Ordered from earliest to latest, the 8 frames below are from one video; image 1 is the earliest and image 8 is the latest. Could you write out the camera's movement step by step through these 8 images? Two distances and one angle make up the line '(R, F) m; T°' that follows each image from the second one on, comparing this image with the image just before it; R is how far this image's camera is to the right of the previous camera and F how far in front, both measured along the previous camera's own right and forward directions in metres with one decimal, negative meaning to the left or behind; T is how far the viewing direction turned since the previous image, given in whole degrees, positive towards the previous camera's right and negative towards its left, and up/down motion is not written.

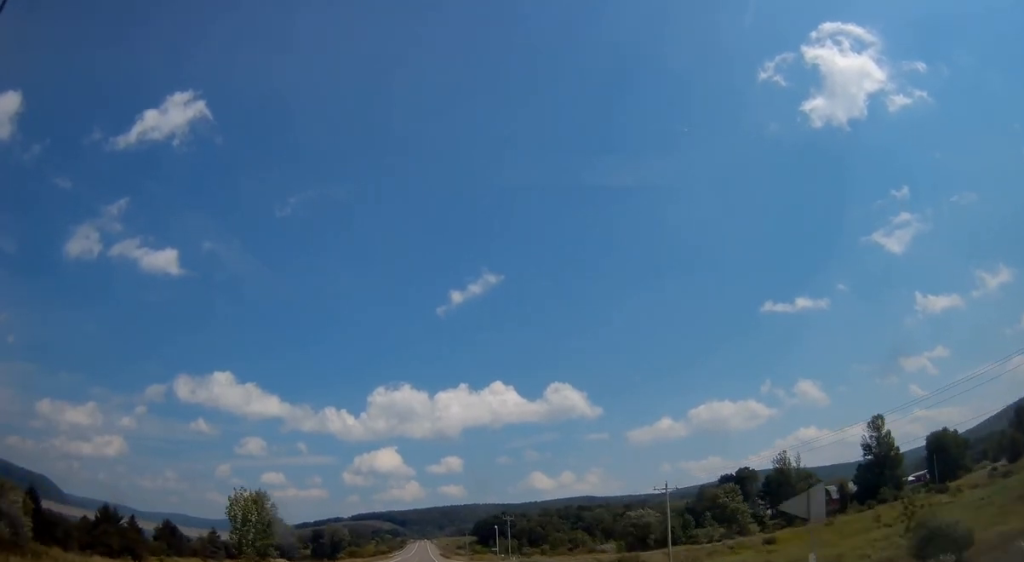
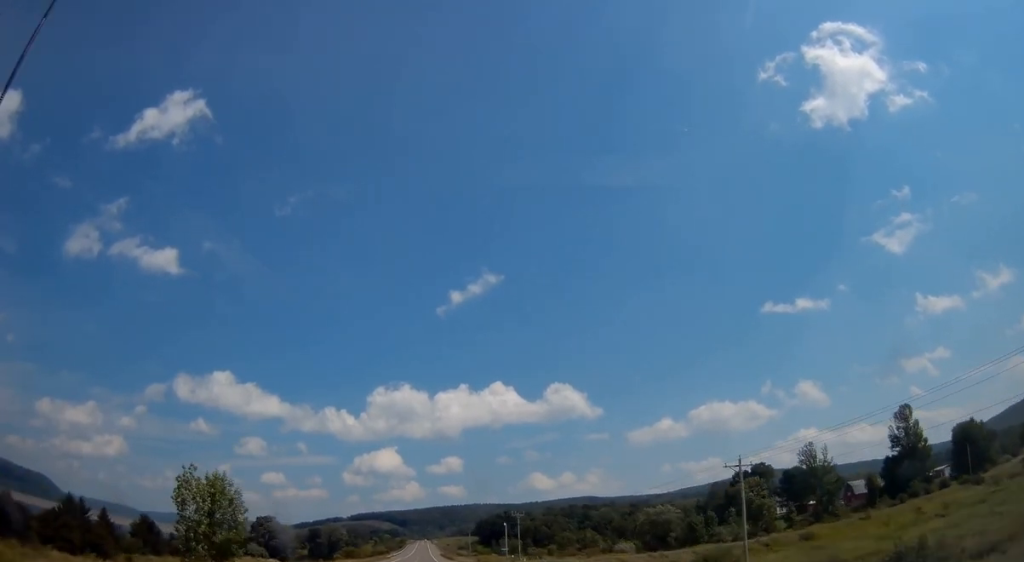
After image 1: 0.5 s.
(0.0, +12.9) m; 0°
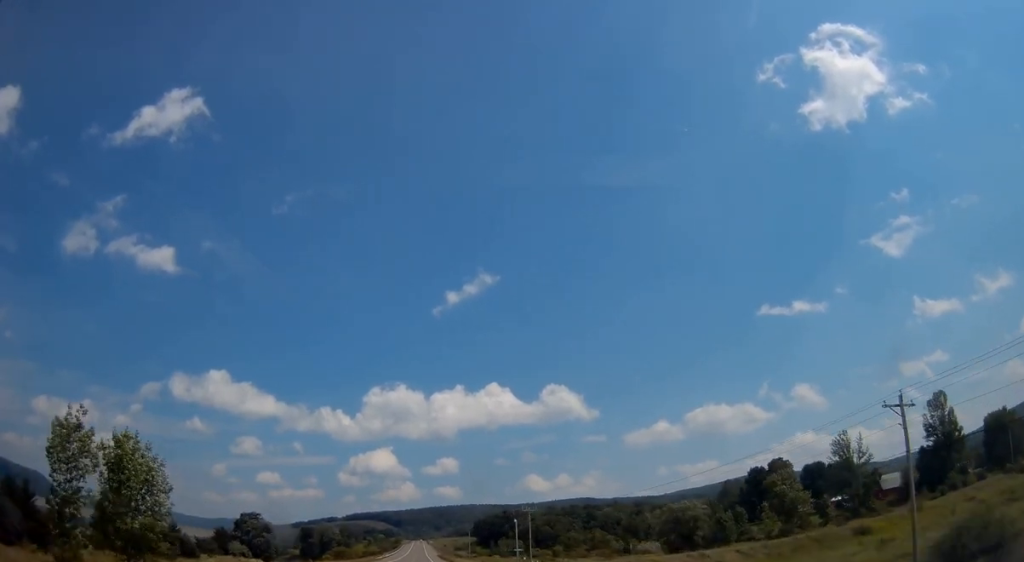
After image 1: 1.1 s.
(0.0, +16.3) m; 0°
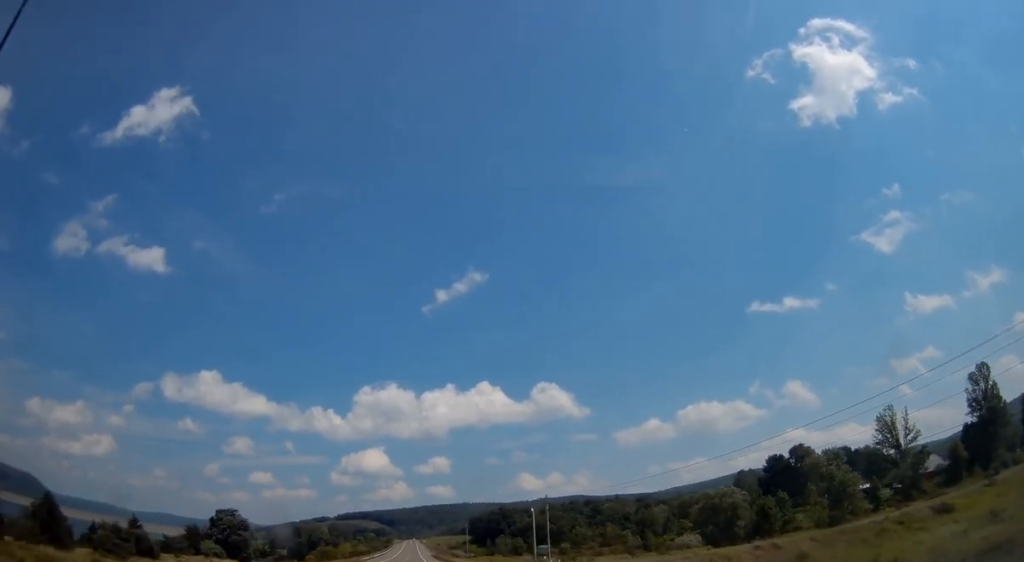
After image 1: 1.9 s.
(0.0, +19.8) m; 0°
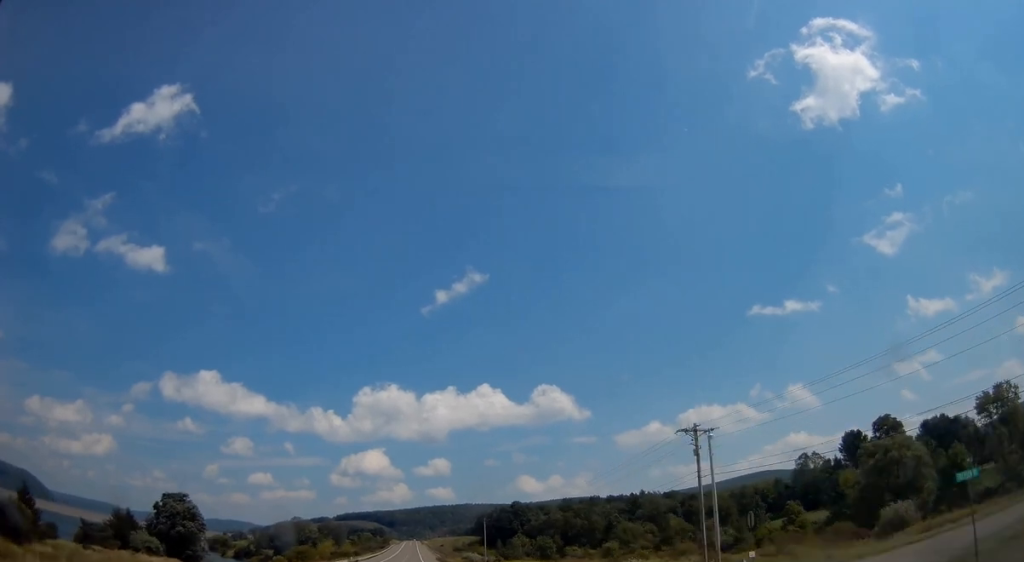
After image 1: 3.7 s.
(+0.4, +45.5) m; 0°
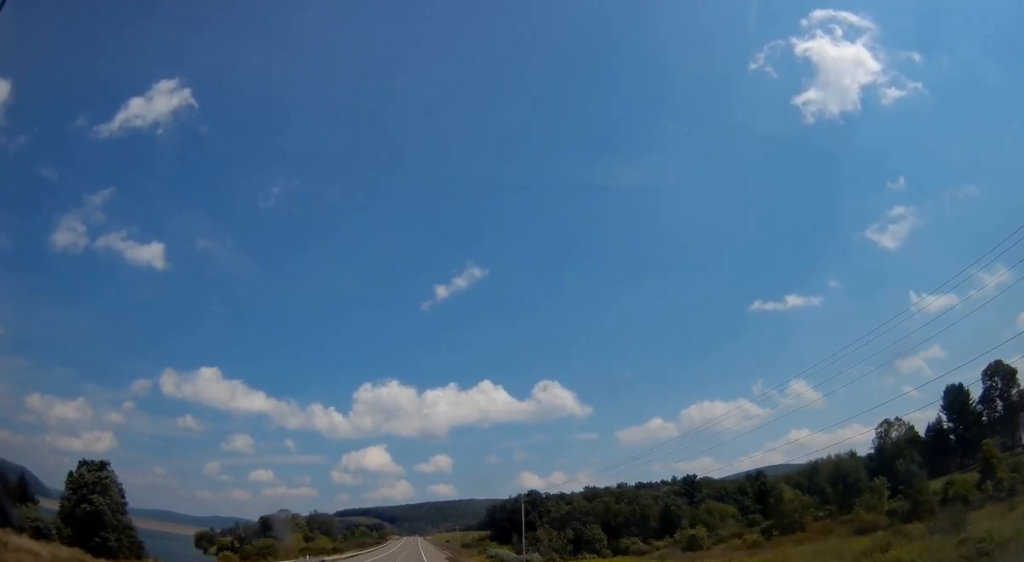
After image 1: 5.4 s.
(-0.4, +44.7) m; -1°
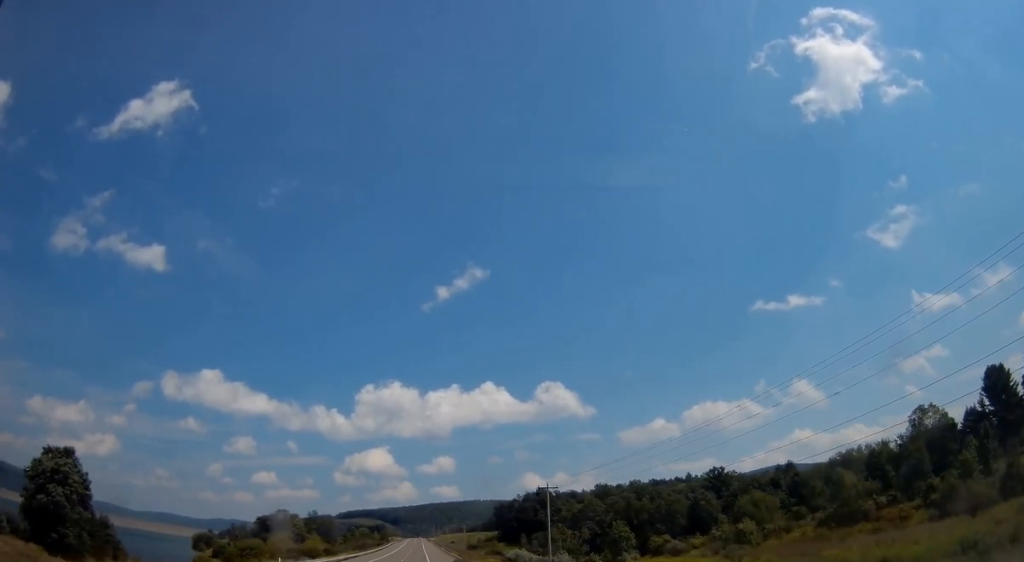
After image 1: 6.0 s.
(0.0, +14.6) m; 0°
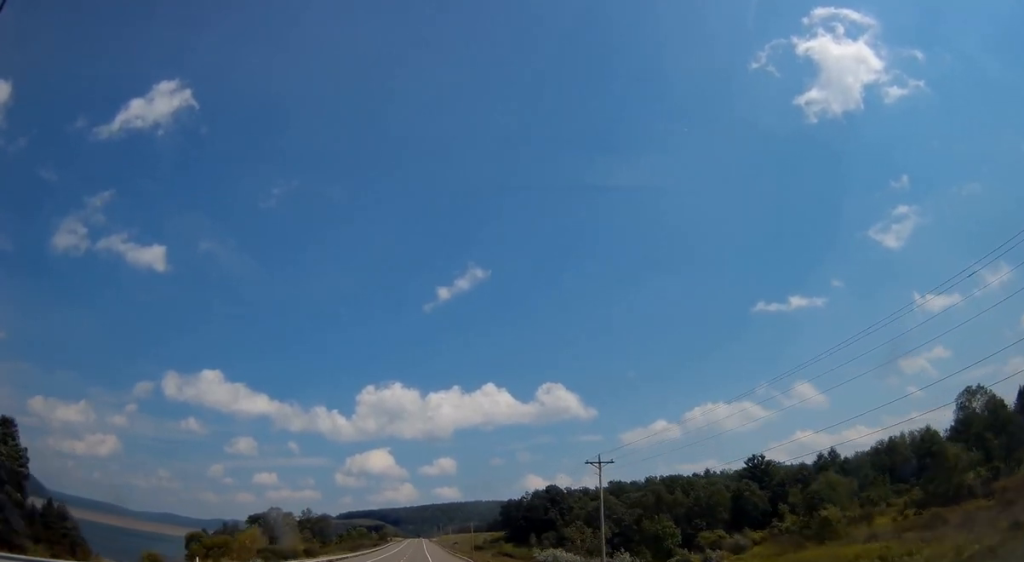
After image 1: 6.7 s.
(-0.1, +19.8) m; 0°
